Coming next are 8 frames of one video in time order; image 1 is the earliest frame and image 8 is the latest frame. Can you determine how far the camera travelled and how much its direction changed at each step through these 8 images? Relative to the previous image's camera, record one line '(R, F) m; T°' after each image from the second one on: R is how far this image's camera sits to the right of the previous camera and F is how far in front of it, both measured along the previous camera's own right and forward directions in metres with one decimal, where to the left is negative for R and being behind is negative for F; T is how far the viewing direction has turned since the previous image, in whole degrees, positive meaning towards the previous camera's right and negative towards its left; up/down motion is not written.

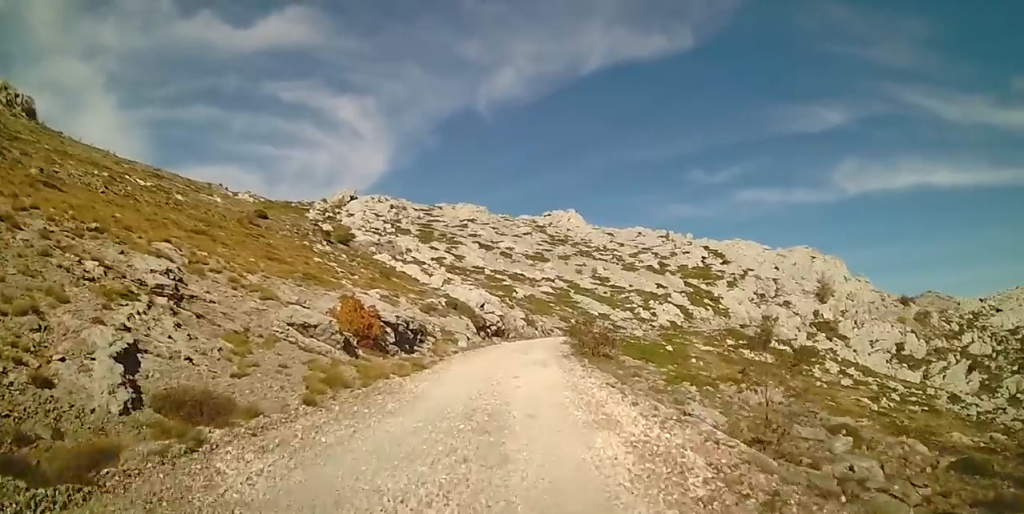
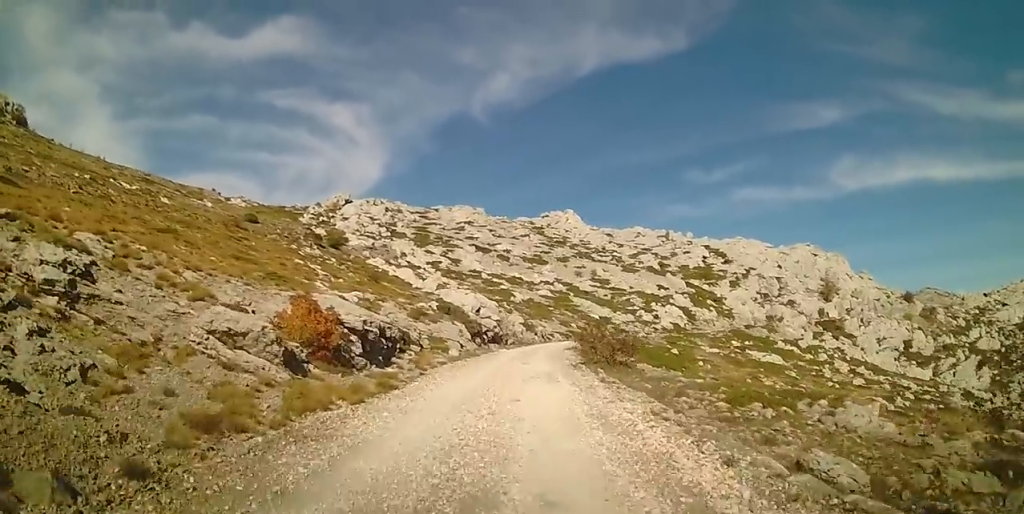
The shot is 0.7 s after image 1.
(0.0, +4.1) m; 0°
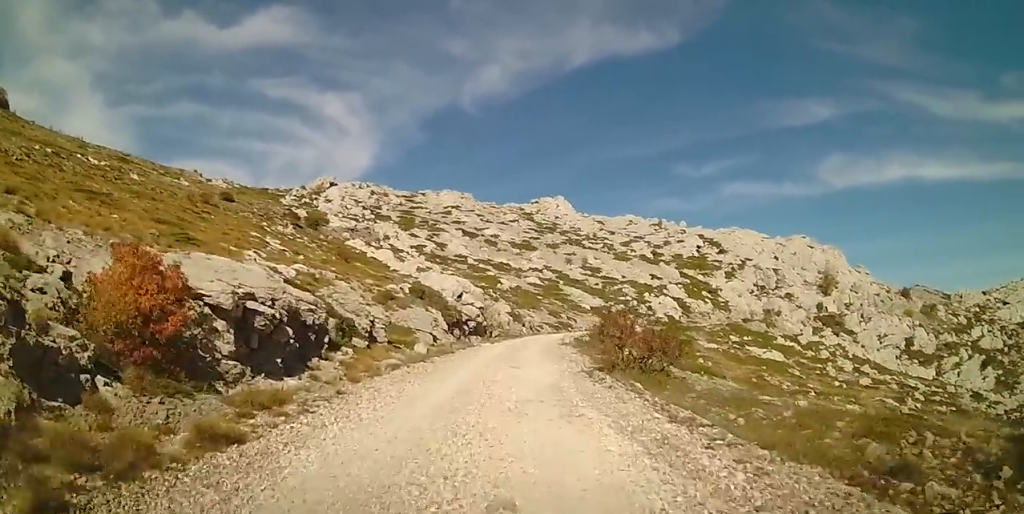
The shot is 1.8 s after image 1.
(+0.1, +6.8) m; +2°
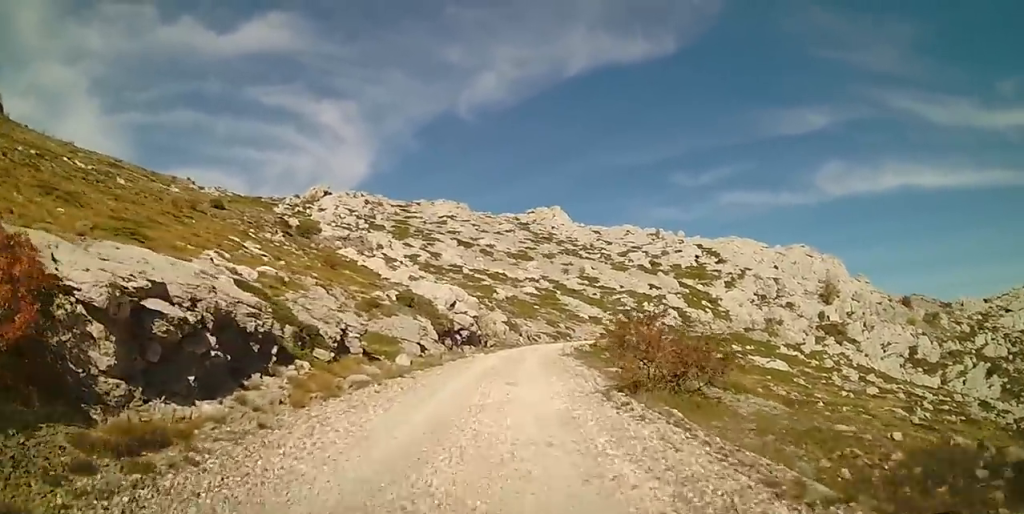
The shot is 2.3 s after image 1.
(+0.1, +2.9) m; 0°
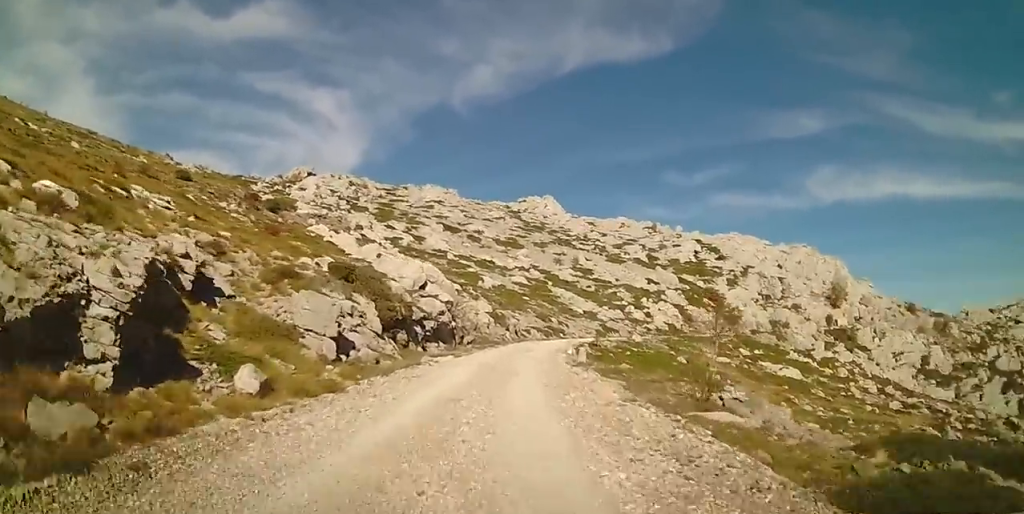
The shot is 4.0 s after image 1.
(0.0, +11.1) m; 0°
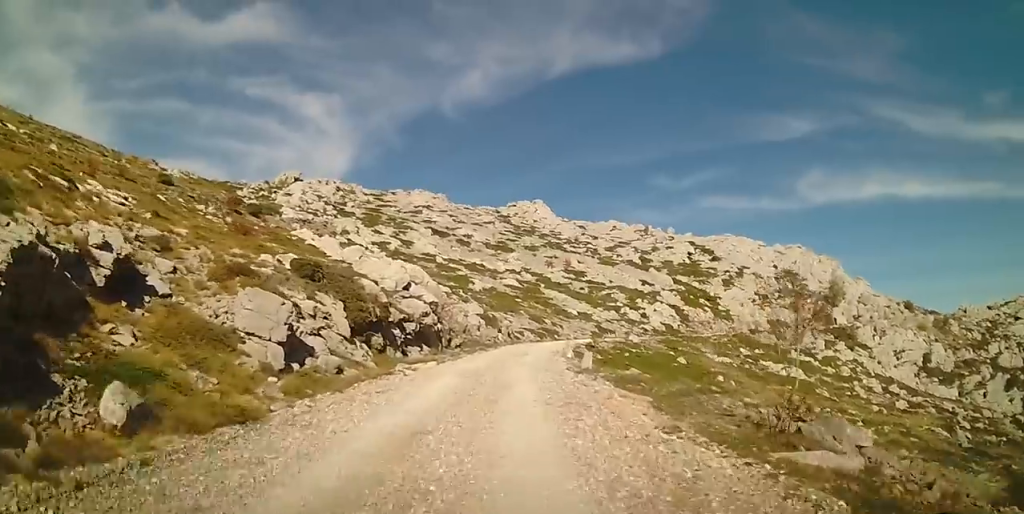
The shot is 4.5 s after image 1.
(+0.1, +3.1) m; 0°
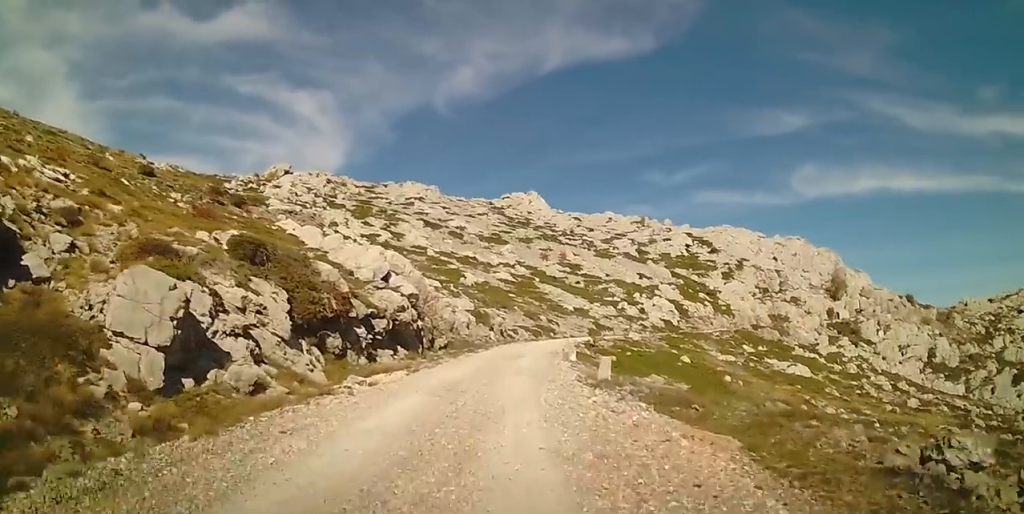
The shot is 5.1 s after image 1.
(-0.1, +4.4) m; -2°
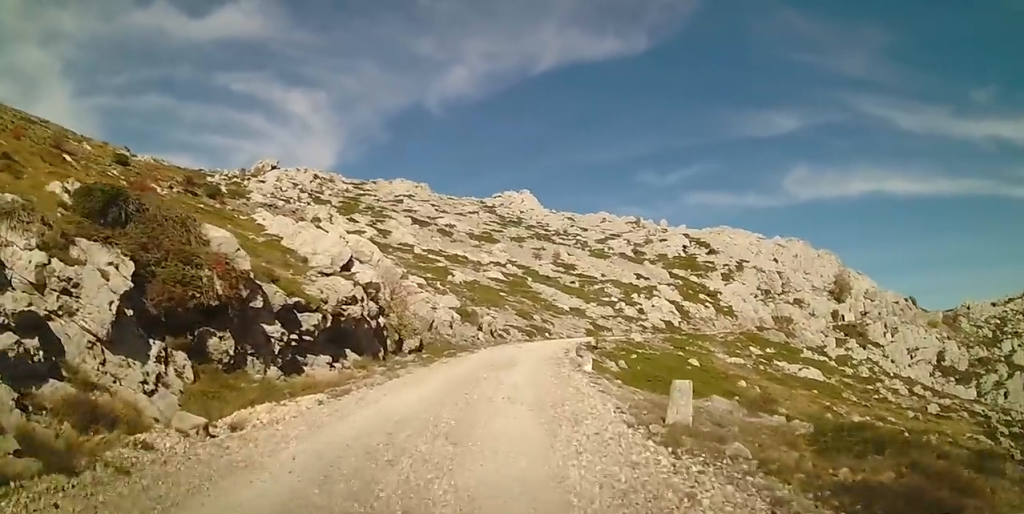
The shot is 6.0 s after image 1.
(-0.1, +6.3) m; 0°
